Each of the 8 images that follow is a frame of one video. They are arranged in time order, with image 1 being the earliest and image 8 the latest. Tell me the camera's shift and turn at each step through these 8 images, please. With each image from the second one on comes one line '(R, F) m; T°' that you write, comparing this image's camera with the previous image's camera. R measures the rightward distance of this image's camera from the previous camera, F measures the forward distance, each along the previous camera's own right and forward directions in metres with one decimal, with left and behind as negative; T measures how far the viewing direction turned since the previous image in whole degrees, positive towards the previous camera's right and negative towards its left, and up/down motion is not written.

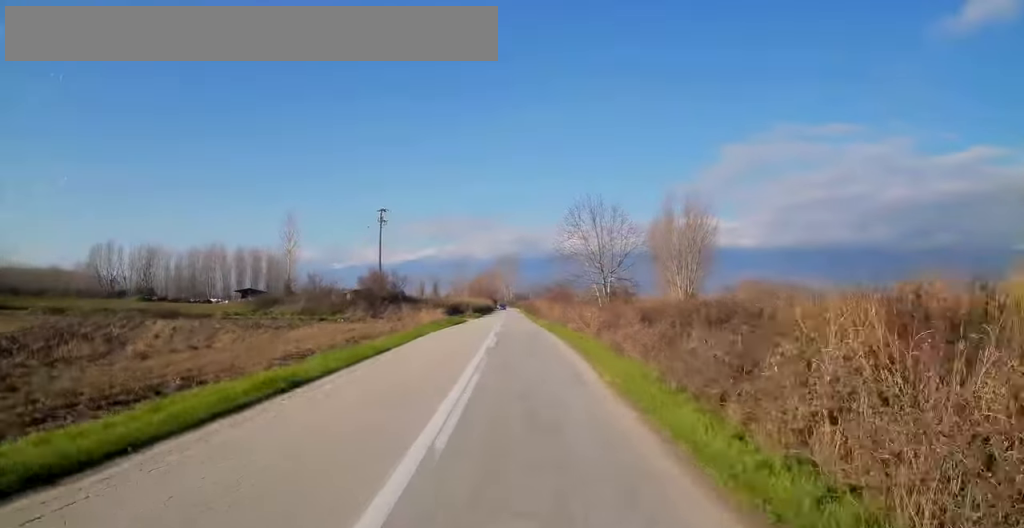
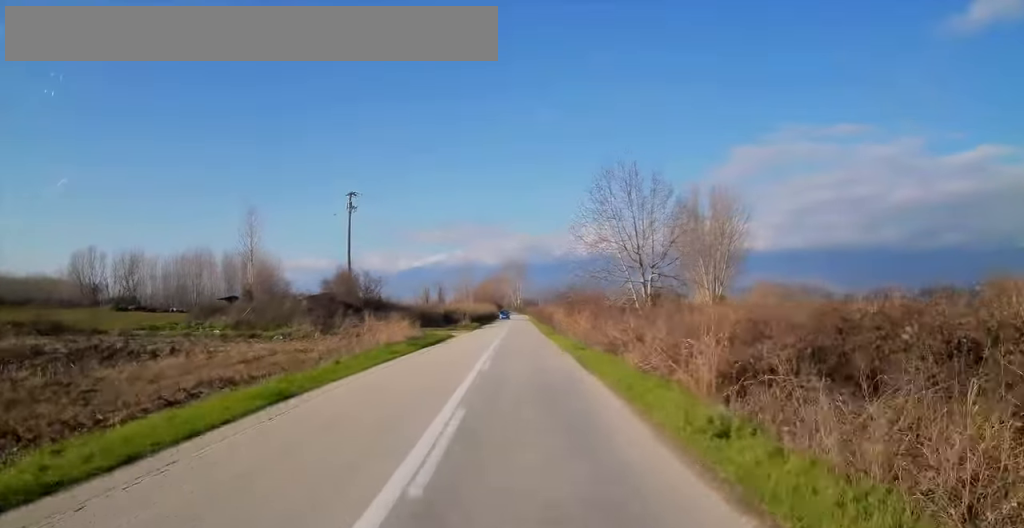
(0.0, +15.9) m; 0°
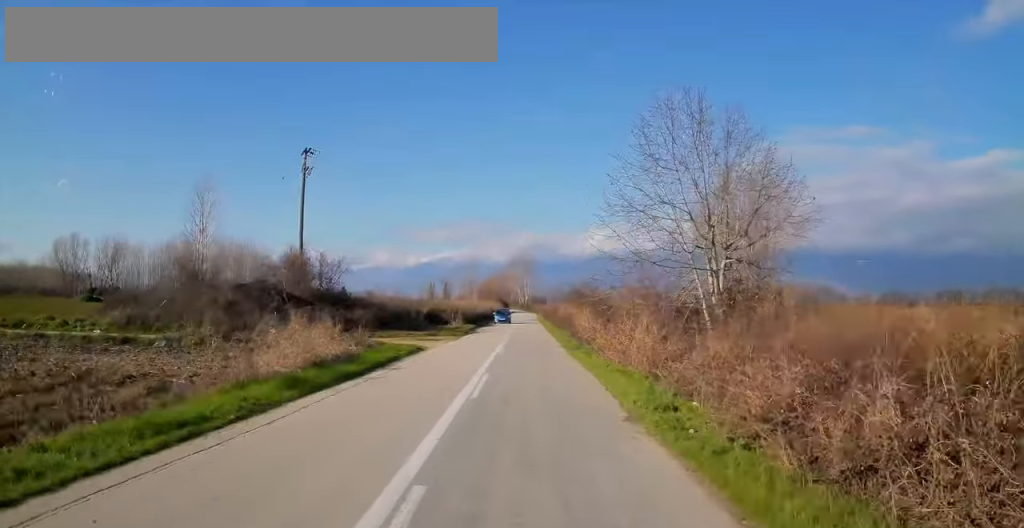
(0.0, +14.4) m; 0°
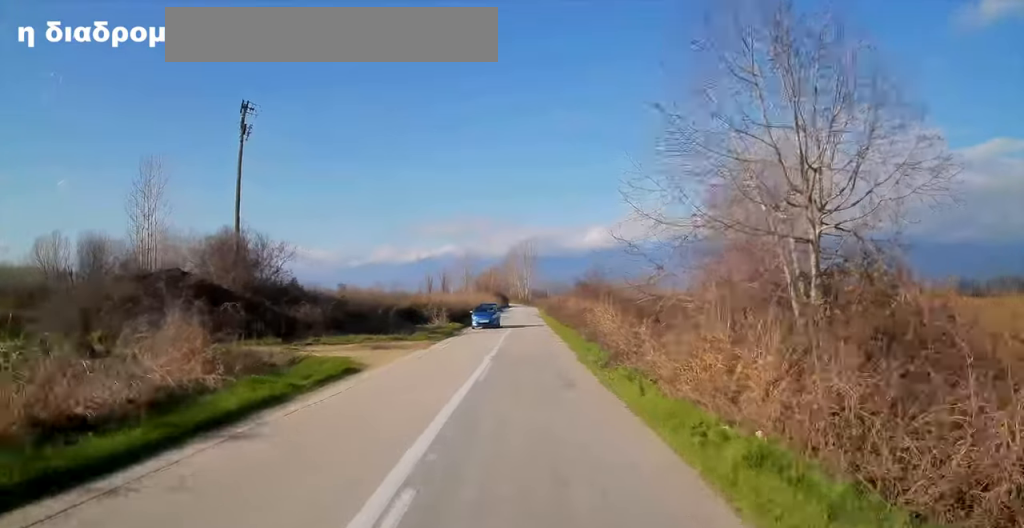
(0.0, +9.7) m; 0°
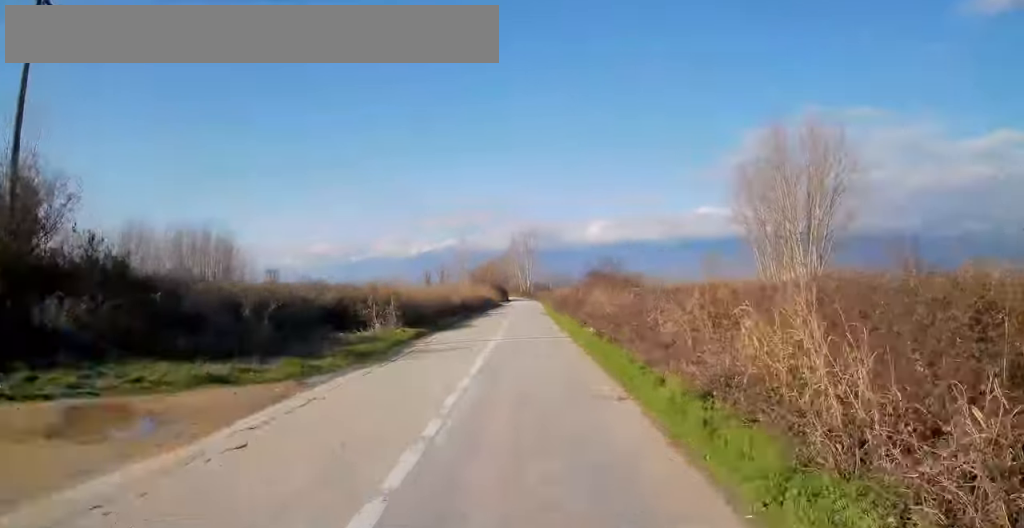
(0.0, +16.6) m; -1°
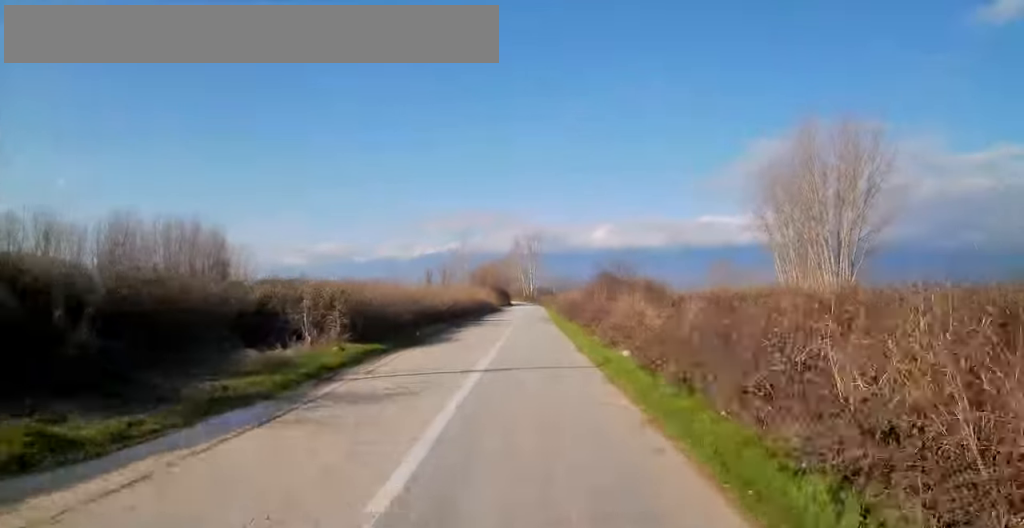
(0.0, +8.0) m; 0°
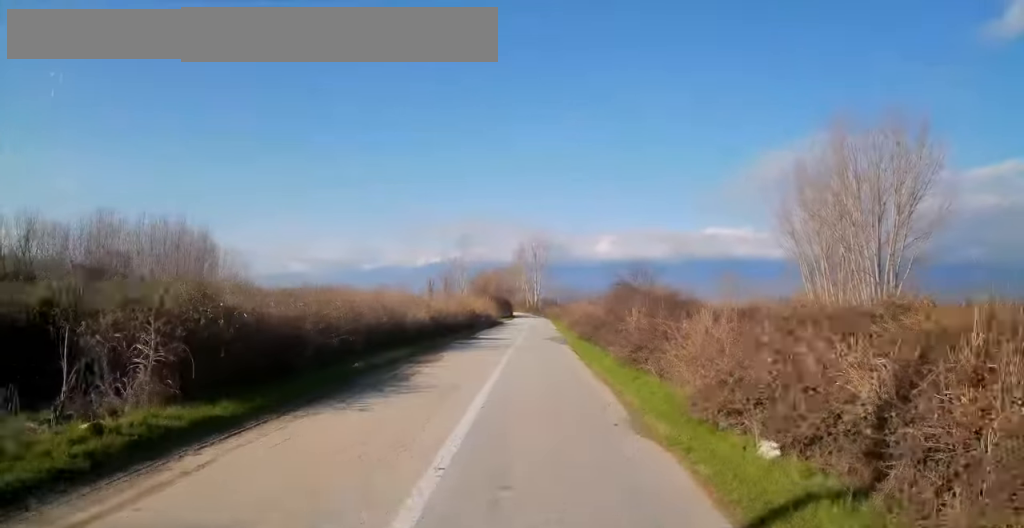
(-0.1, +9.5) m; 0°
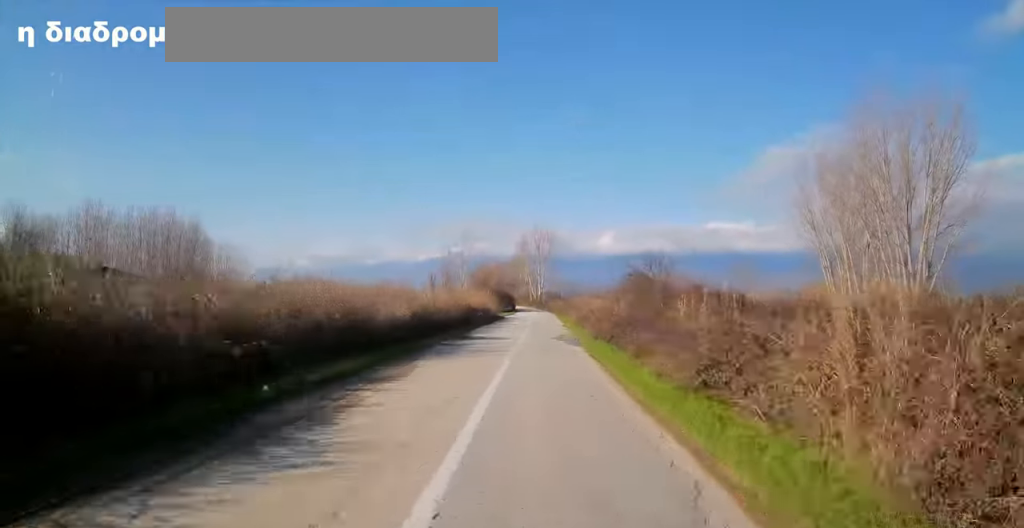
(0.0, +6.0) m; 0°
